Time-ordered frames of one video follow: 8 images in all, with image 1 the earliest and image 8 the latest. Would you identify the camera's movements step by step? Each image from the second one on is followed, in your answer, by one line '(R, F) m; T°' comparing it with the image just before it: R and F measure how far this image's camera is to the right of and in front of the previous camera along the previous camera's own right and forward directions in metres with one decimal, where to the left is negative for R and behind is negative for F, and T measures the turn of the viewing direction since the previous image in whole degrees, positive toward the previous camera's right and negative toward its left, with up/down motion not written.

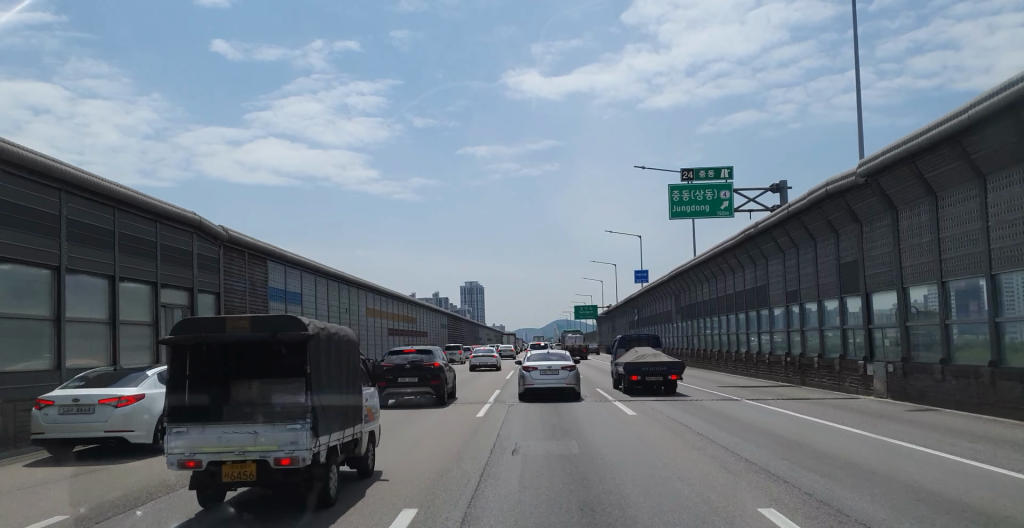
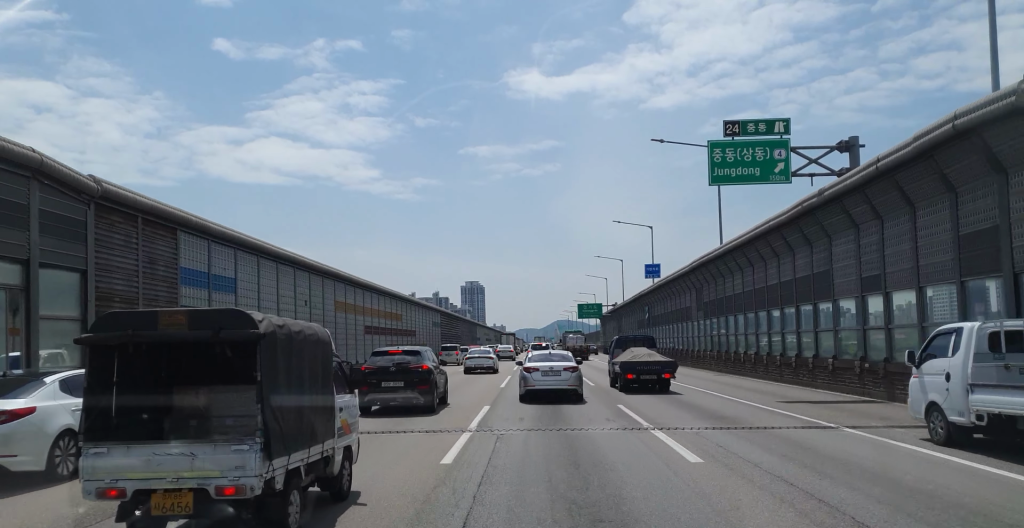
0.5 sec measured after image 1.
(0.0, +6.1) m; 0°
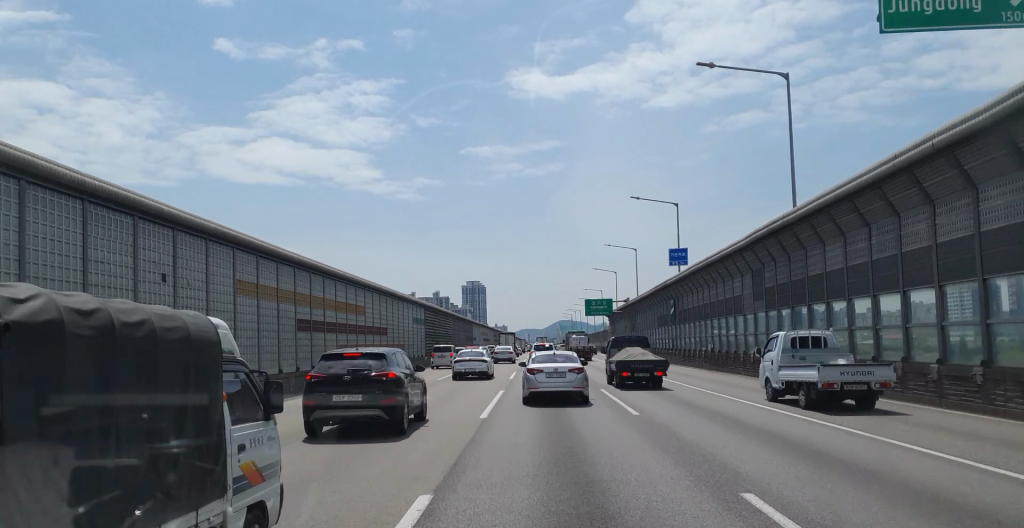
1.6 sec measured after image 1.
(+0.1, +12.6) m; +2°
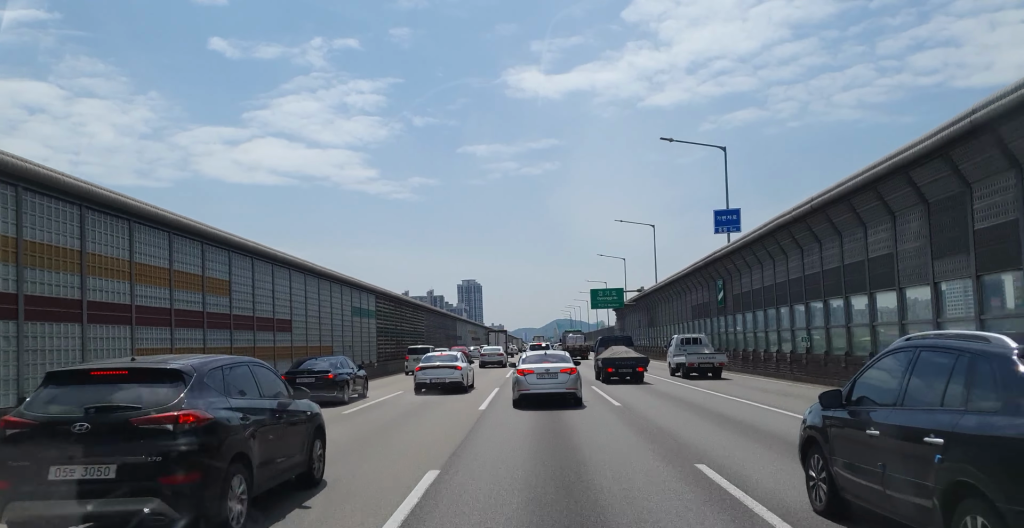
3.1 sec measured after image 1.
(+0.2, +16.9) m; -1°
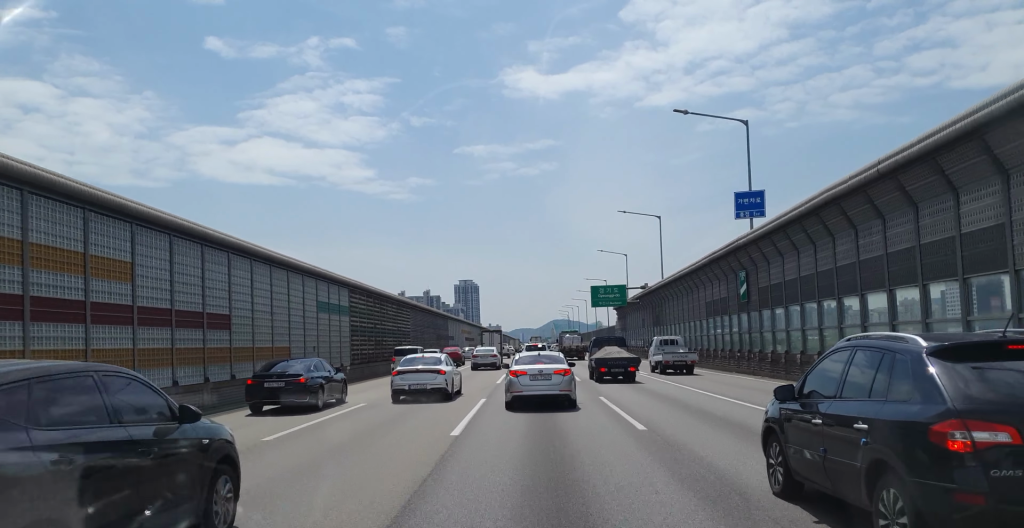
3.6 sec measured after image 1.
(-0.1, +5.5) m; 0°
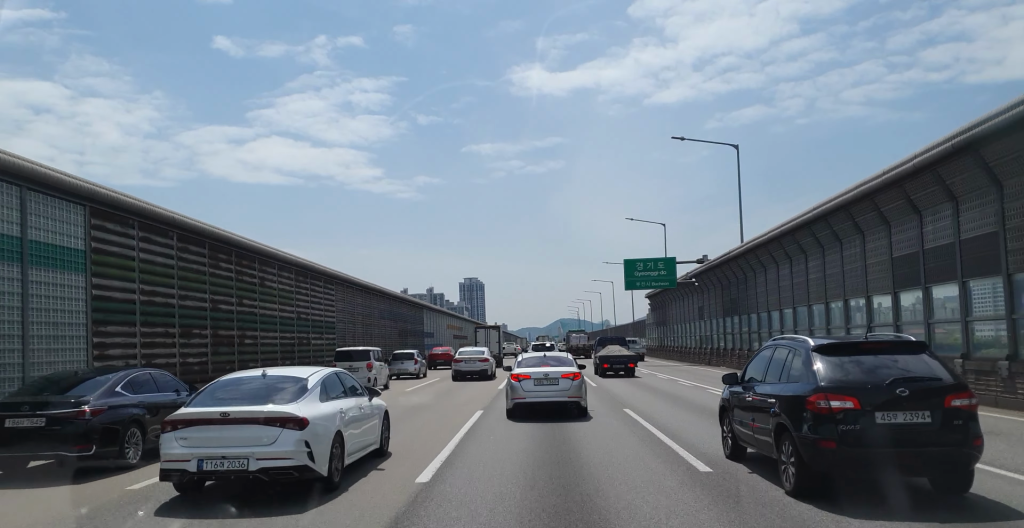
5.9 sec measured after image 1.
(0.0, +22.6) m; -1°
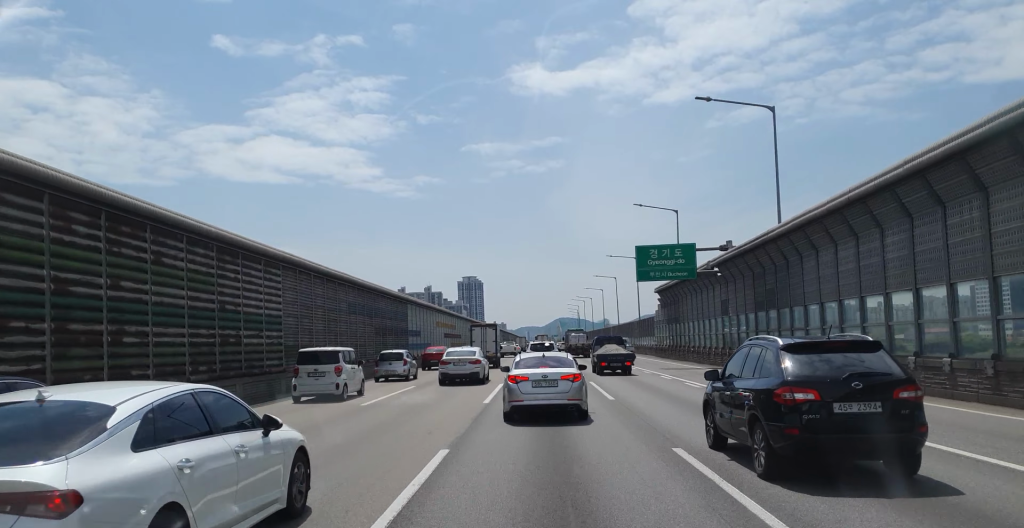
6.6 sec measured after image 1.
(-0.1, +6.5) m; 0°
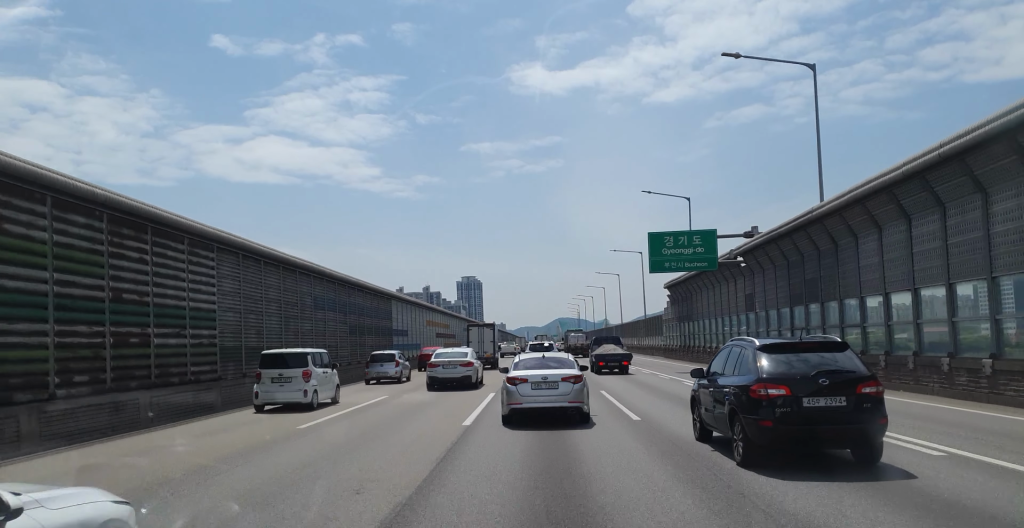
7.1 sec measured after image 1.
(+0.2, +4.9) m; 0°
